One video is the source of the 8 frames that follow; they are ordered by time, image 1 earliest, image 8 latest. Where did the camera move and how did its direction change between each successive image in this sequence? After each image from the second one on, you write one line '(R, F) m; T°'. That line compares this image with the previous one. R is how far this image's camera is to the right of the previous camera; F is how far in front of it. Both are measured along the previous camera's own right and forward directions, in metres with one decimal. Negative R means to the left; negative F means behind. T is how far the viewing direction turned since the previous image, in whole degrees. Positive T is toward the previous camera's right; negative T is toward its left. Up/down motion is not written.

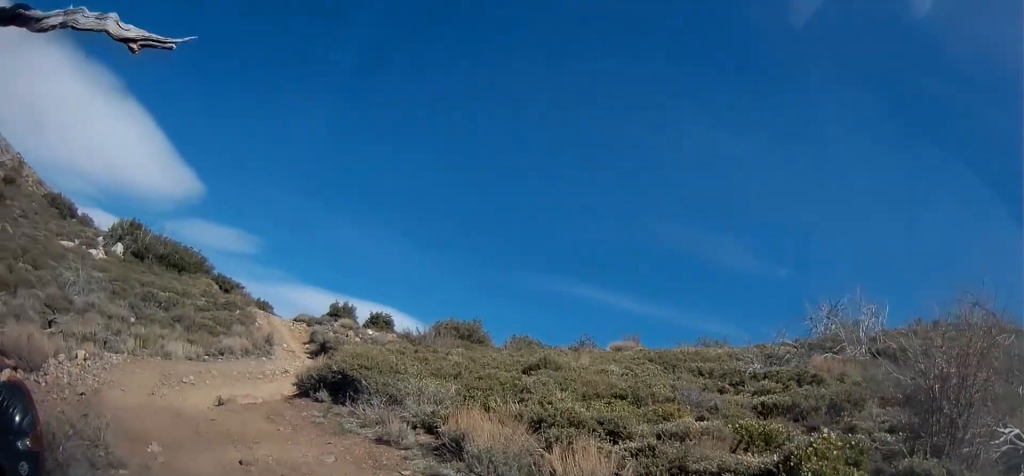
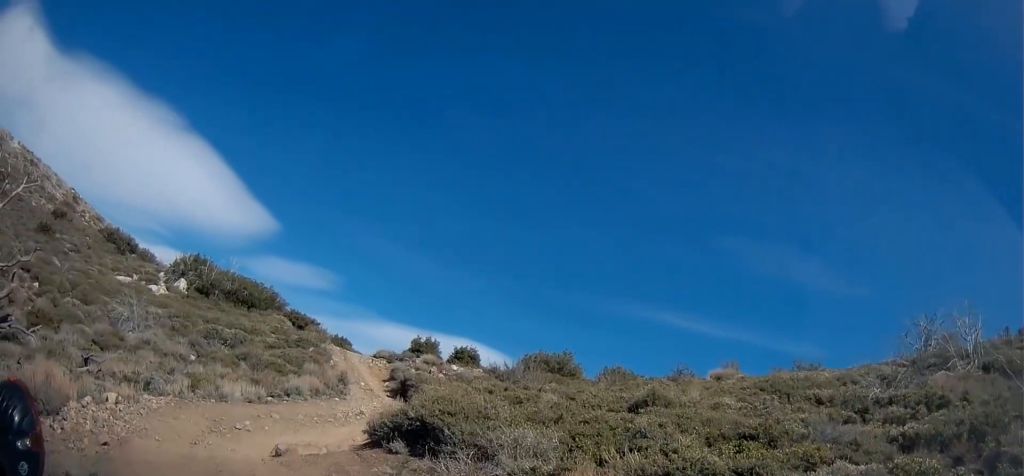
(-0.5, +1.8) m; -13°
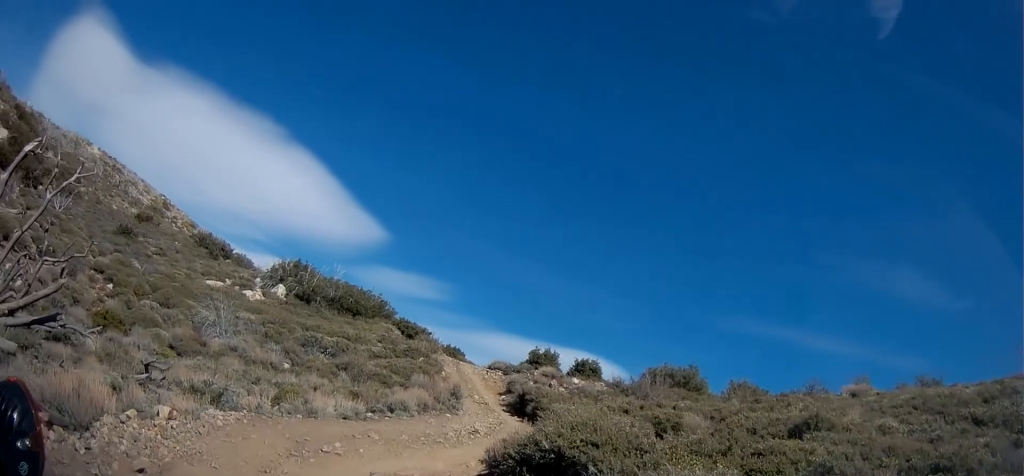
(+0.1, +1.9) m; -3°
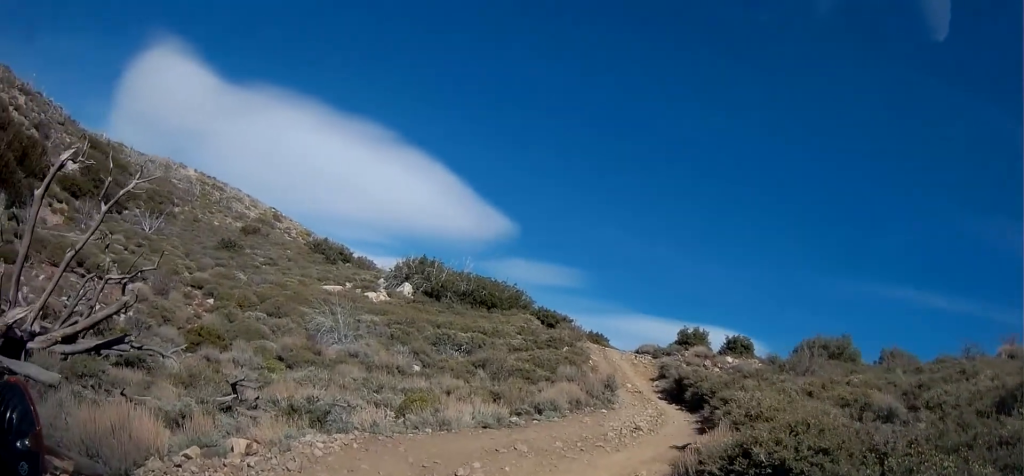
(-0.3, +2.2) m; -12°
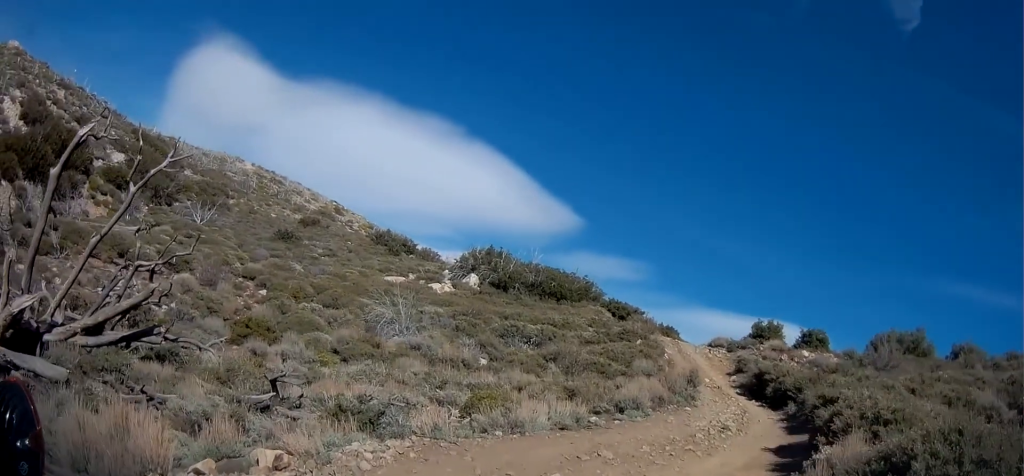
(0.0, +1.4) m; -4°
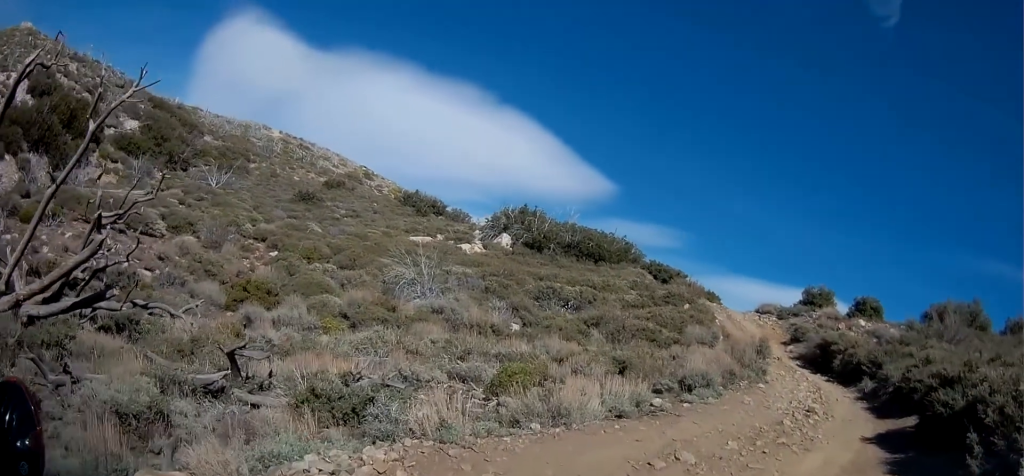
(-0.1, +2.7) m; -1°
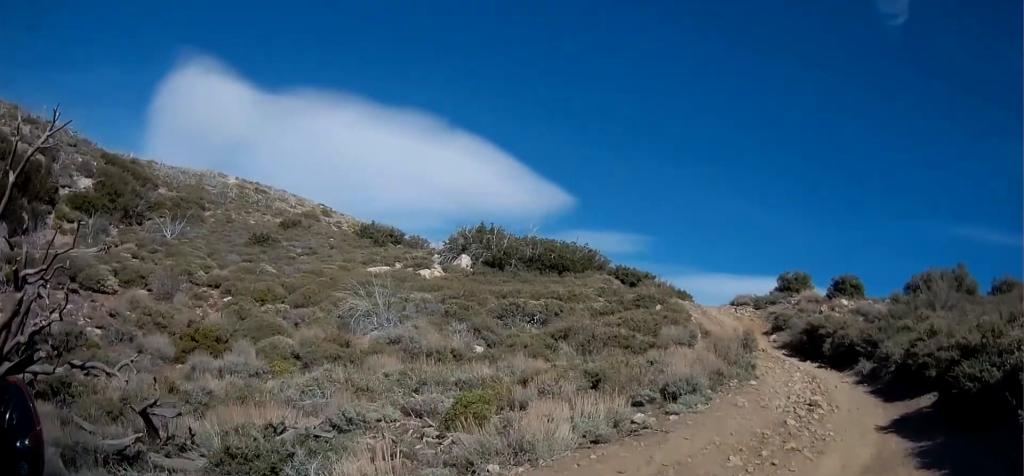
(0.0, +1.2) m; +4°
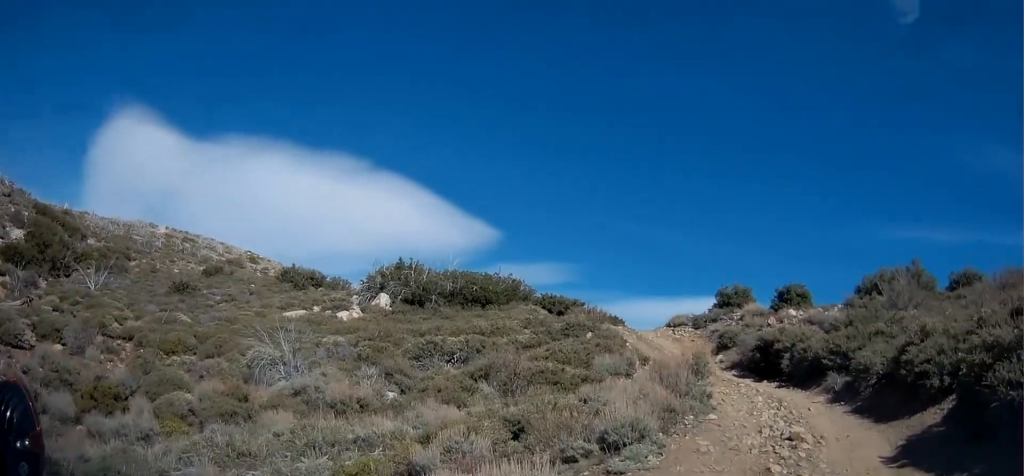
(+0.2, +2.3) m; +10°
